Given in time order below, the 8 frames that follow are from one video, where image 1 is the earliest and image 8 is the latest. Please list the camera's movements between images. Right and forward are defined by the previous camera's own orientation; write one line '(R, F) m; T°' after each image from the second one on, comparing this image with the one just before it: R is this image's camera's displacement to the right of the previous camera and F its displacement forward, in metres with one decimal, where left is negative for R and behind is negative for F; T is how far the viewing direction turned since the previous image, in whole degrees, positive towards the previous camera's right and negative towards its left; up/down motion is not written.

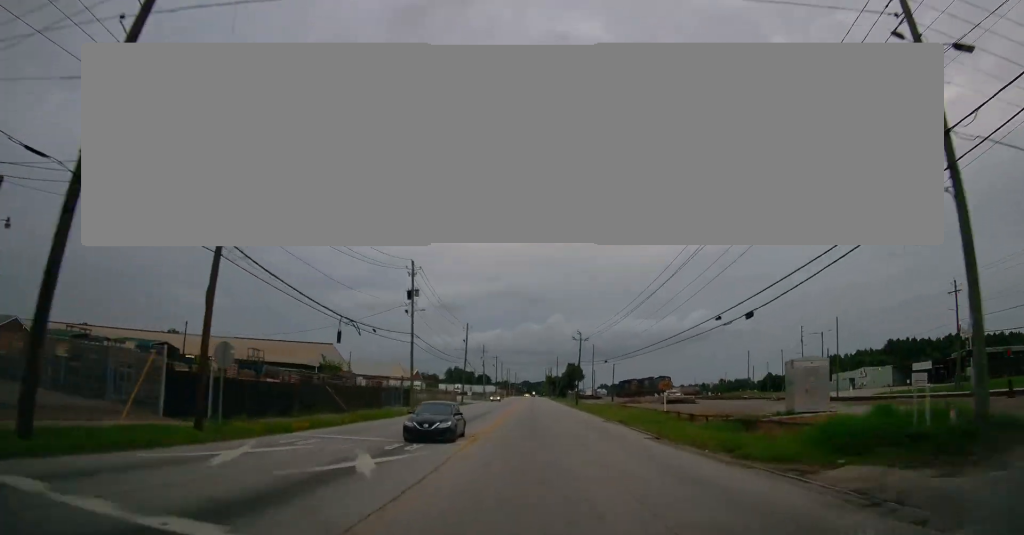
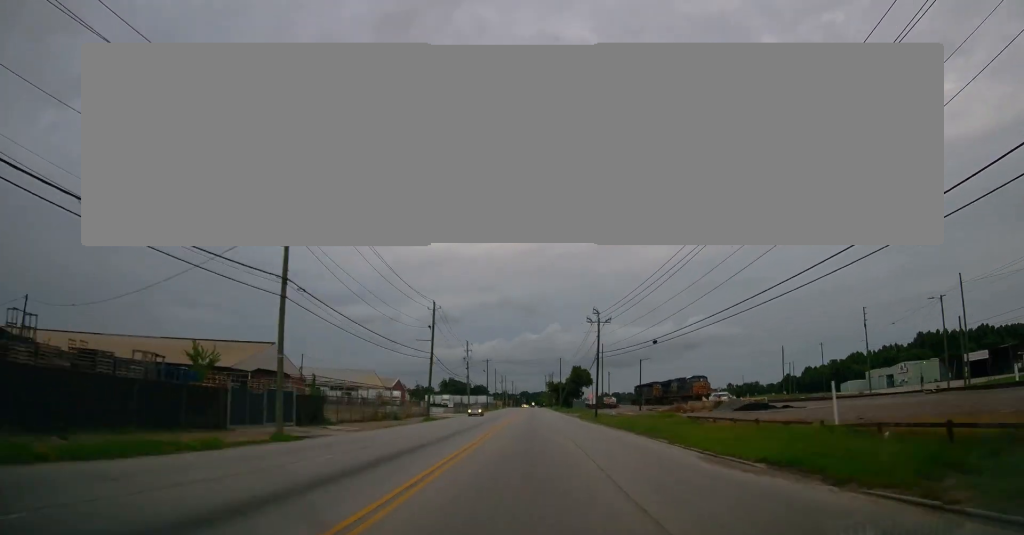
(+0.2, +25.6) m; 0°
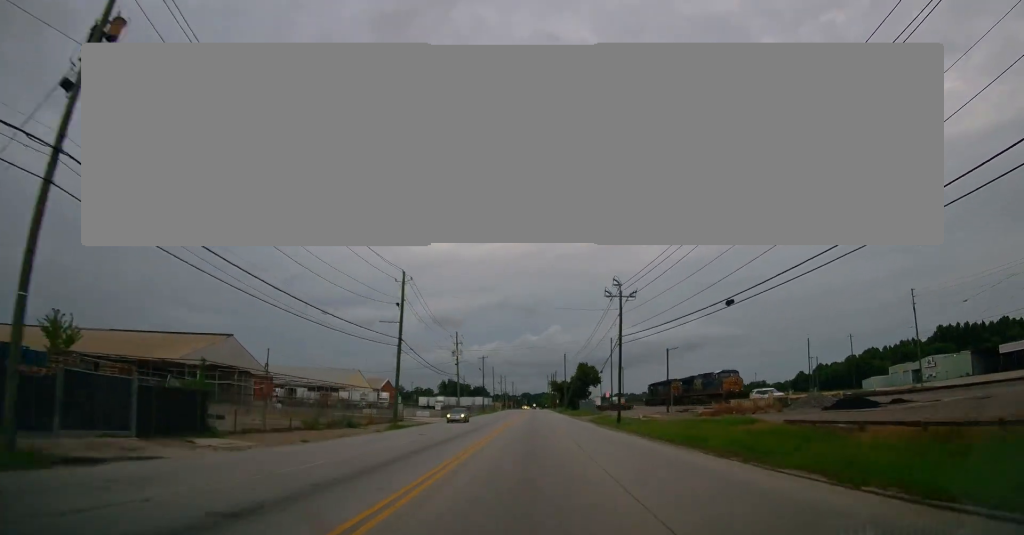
(0.0, +14.0) m; 0°
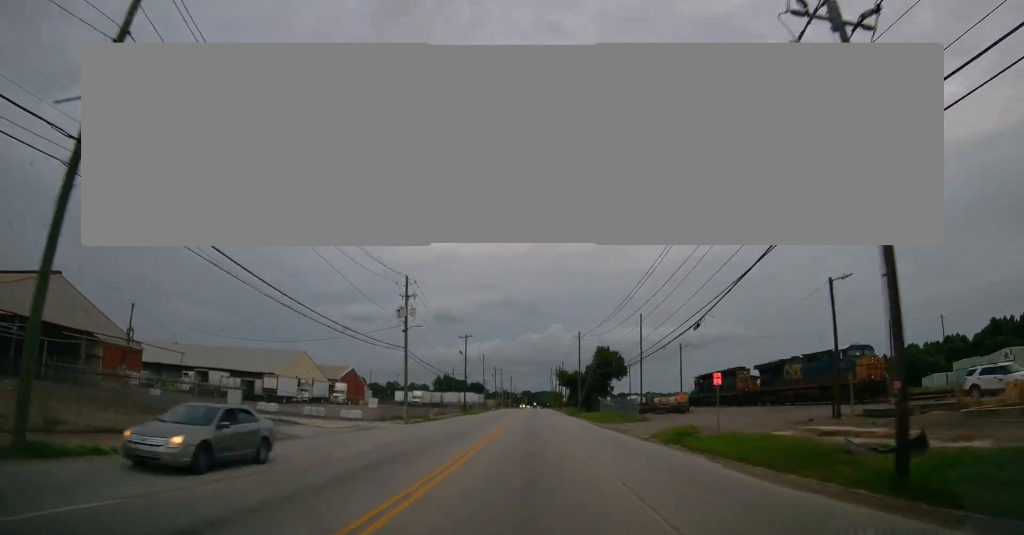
(-0.1, +33.1) m; 0°
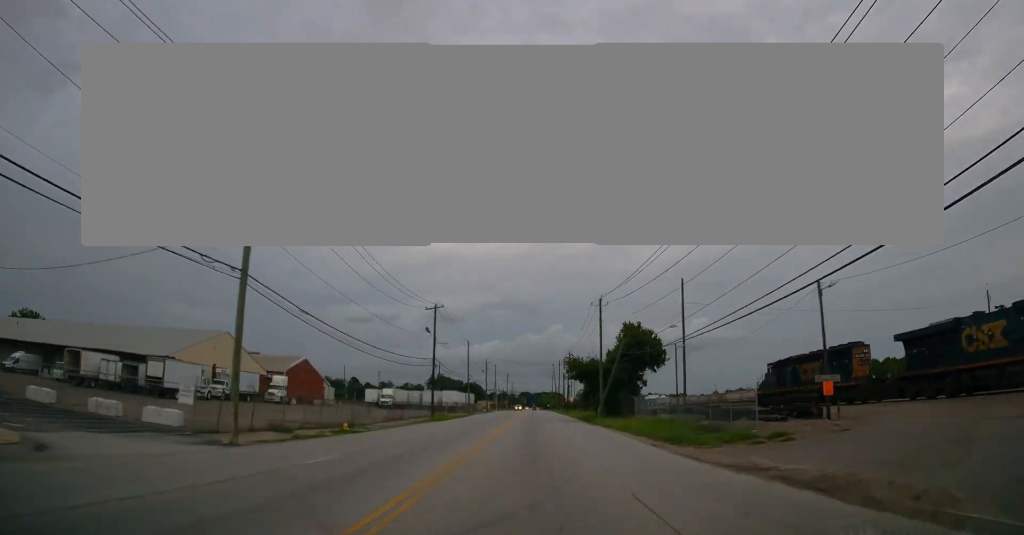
(0.0, +27.0) m; 0°
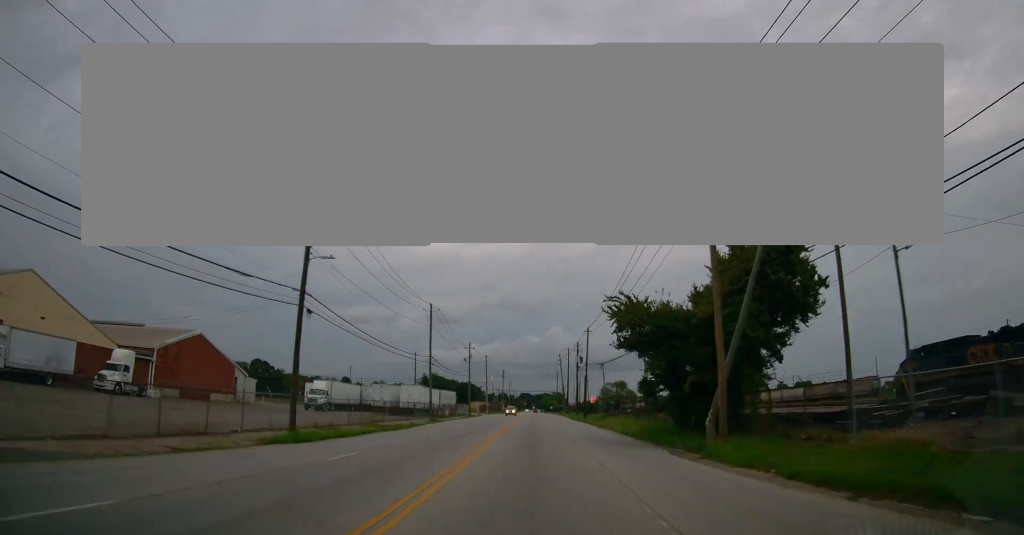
(-0.2, +35.2) m; 0°
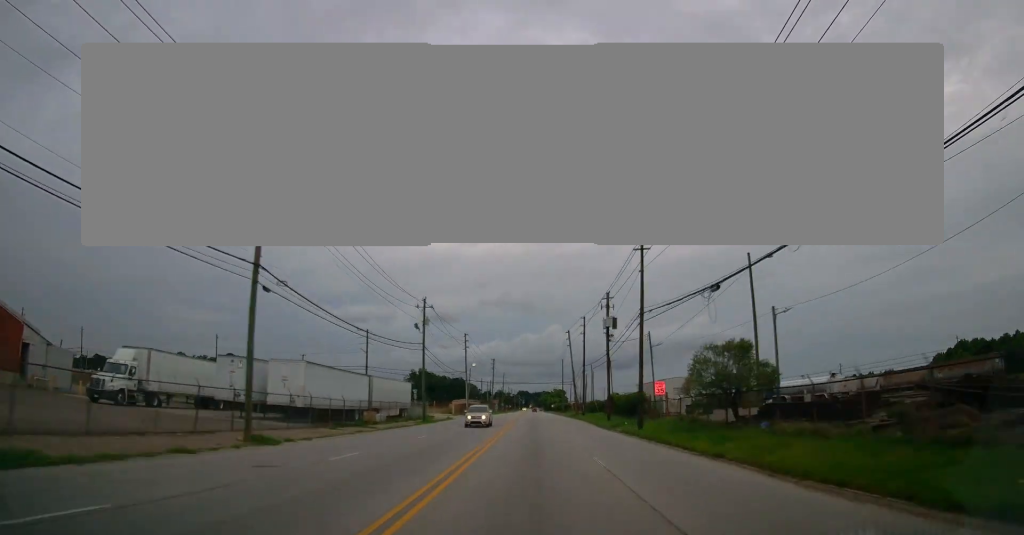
(+0.1, +37.6) m; 0°
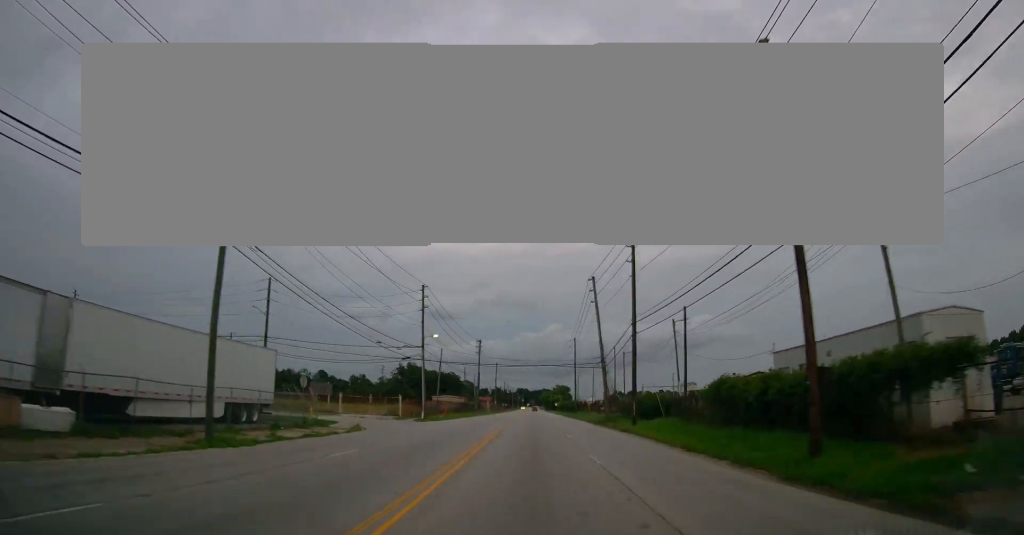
(0.0, +36.9) m; 0°
